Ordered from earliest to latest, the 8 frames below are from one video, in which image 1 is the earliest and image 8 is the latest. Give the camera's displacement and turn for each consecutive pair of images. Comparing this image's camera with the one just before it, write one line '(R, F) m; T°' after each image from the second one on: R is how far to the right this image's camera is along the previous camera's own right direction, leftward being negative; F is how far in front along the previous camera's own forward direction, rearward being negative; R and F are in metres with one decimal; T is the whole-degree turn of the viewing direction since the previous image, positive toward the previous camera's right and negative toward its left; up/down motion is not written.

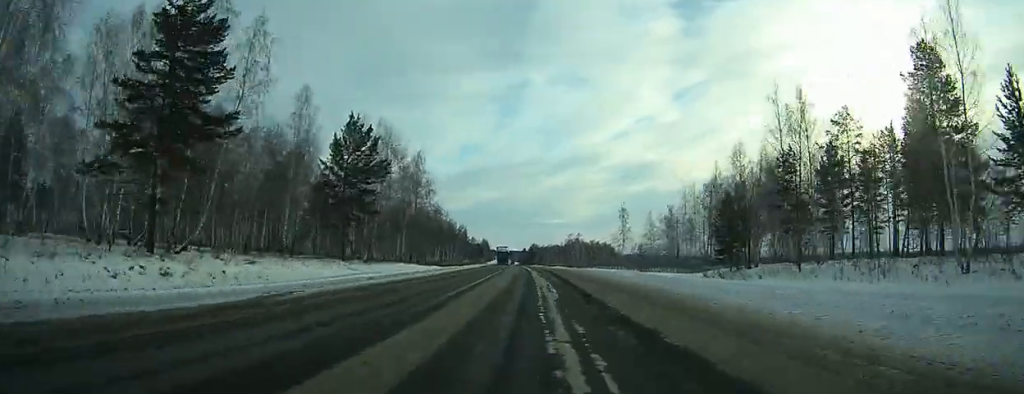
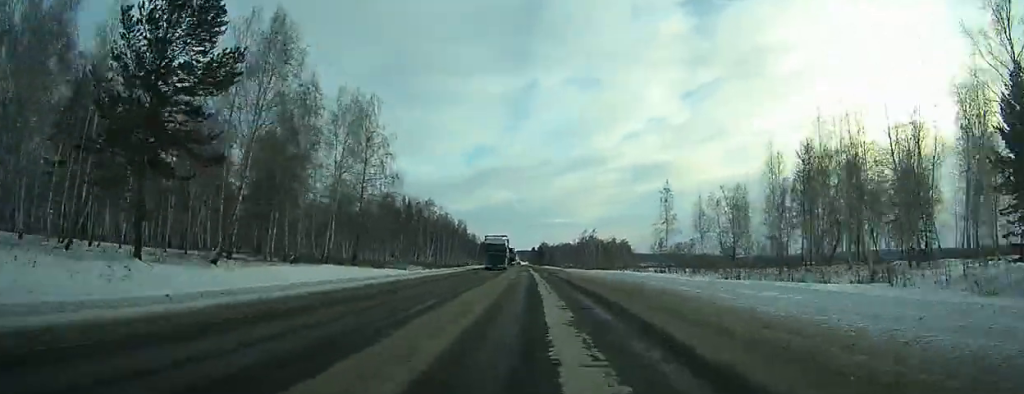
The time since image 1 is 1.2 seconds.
(-0.4, +32.4) m; -1°
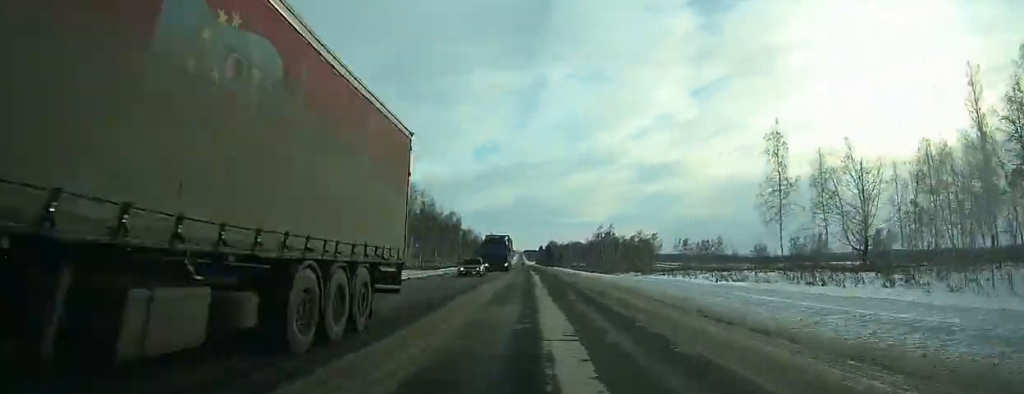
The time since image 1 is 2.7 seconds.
(-0.5, +41.7) m; -1°
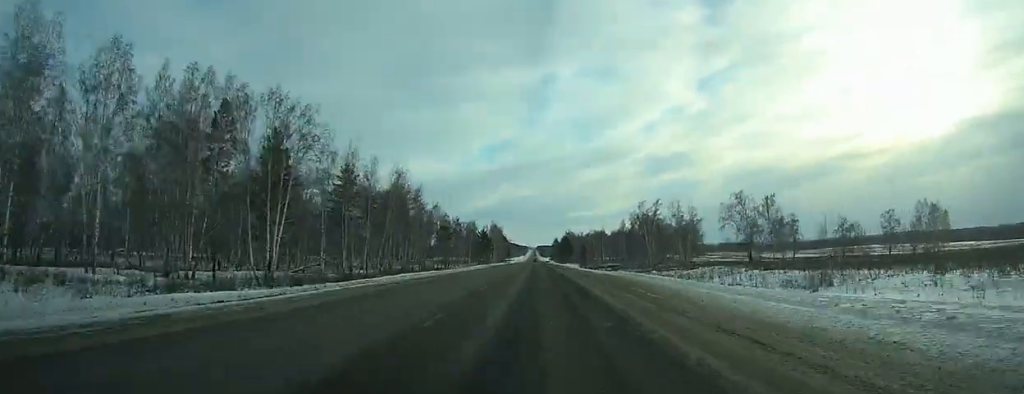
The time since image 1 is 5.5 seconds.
(-0.8, +82.5) m; -1°
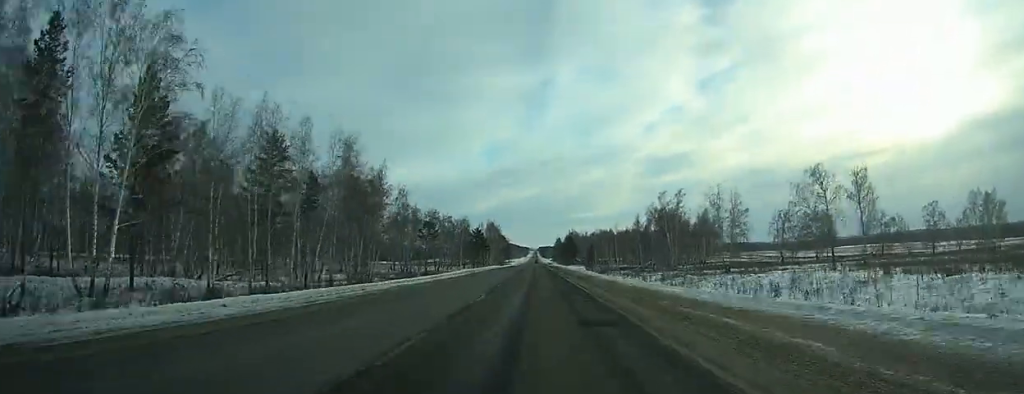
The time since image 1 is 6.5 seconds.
(0.0, +27.7) m; 0°
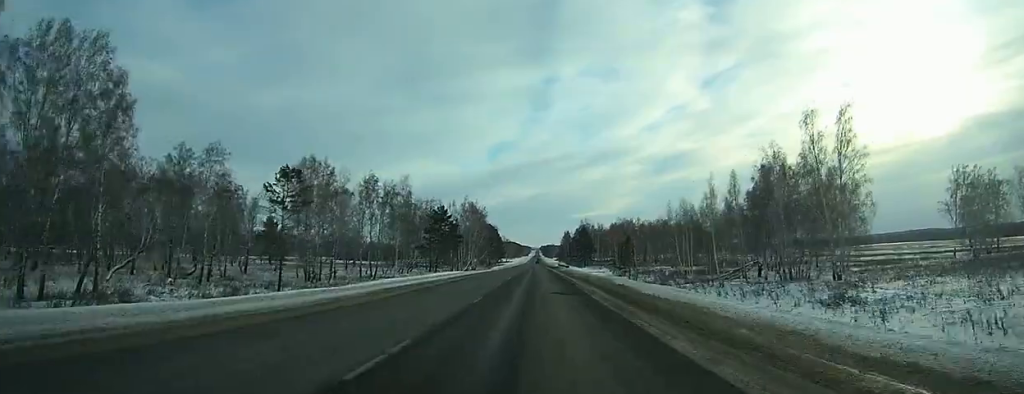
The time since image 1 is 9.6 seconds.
(-0.3, +82.6) m; -1°
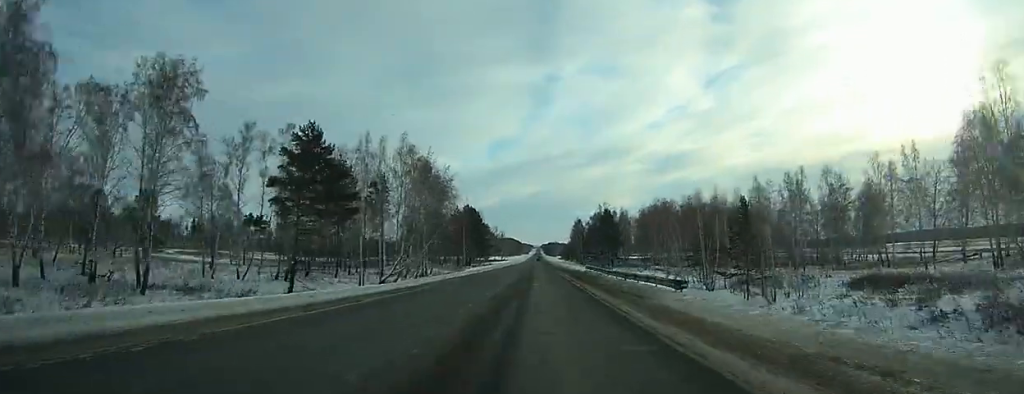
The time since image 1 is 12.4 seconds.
(-0.4, +76.9) m; 0°
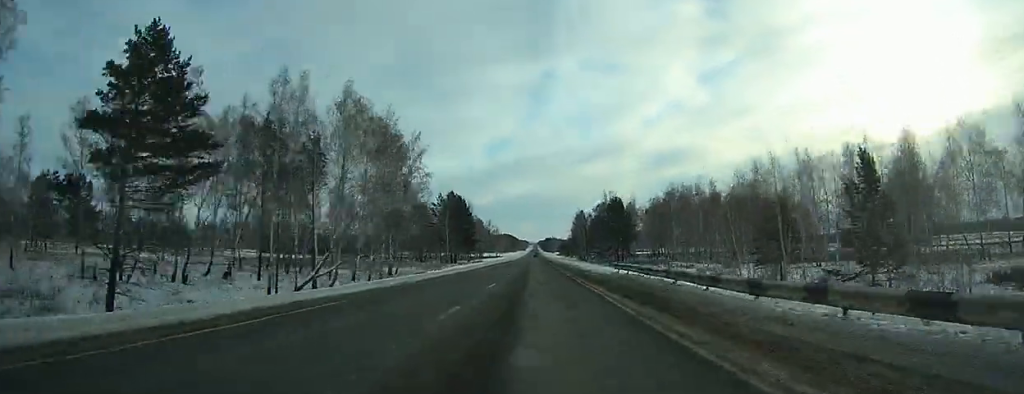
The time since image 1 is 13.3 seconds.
(0.0, +25.5) m; 0°
